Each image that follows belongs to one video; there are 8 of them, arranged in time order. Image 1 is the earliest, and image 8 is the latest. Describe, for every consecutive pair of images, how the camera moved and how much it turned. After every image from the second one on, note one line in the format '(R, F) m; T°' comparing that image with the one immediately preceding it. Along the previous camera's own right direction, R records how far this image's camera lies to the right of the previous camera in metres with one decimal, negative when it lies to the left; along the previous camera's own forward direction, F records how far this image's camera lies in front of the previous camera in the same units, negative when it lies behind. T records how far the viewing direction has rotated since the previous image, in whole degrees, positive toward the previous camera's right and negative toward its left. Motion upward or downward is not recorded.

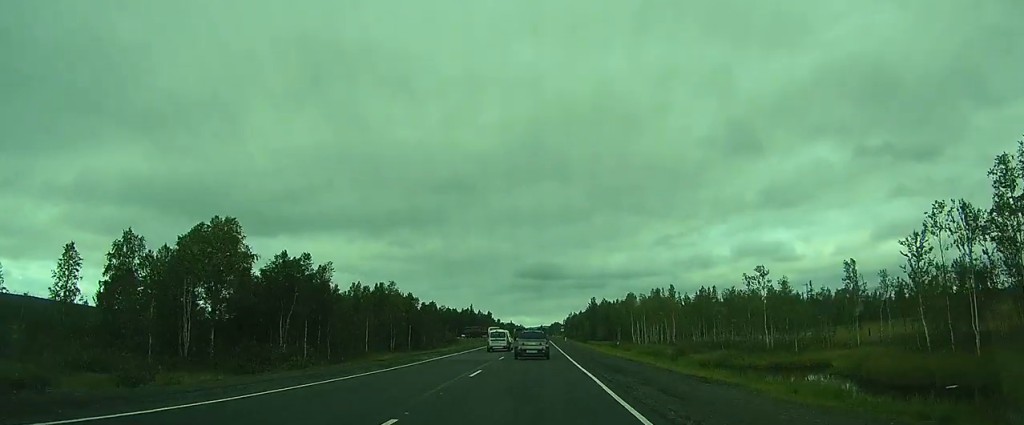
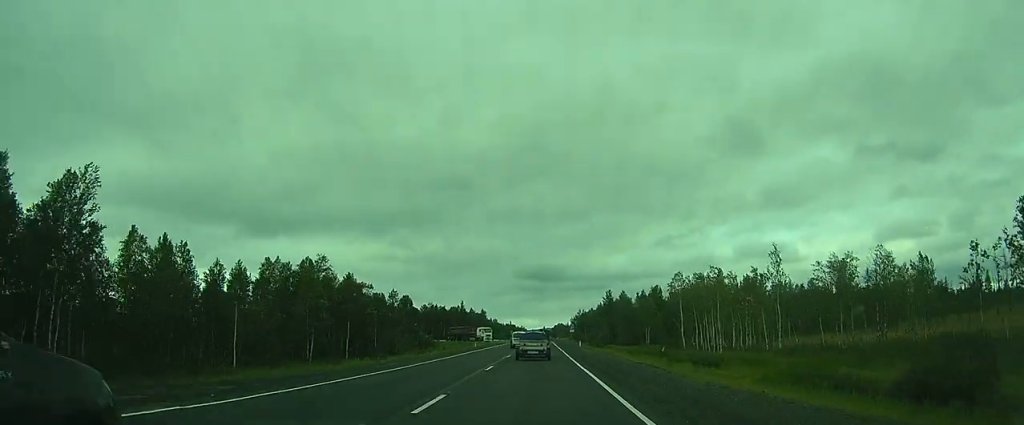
(0.0, +29.9) m; 0°
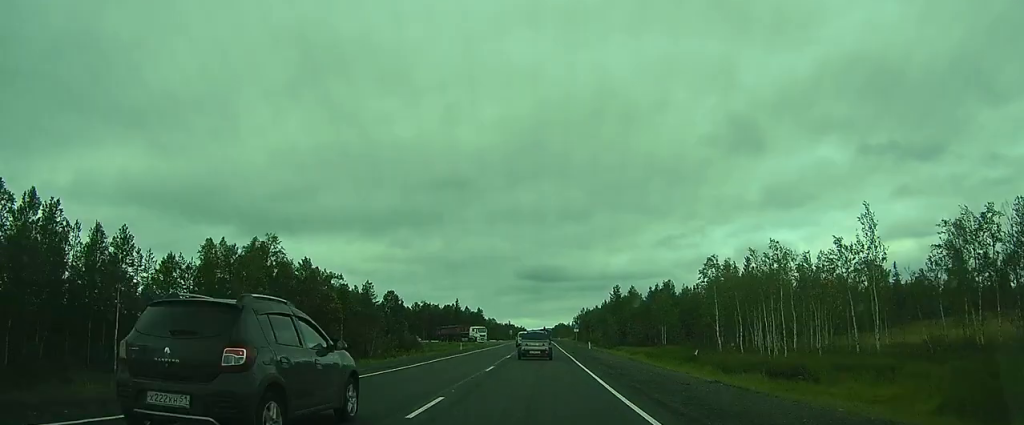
(0.0, +11.7) m; 0°
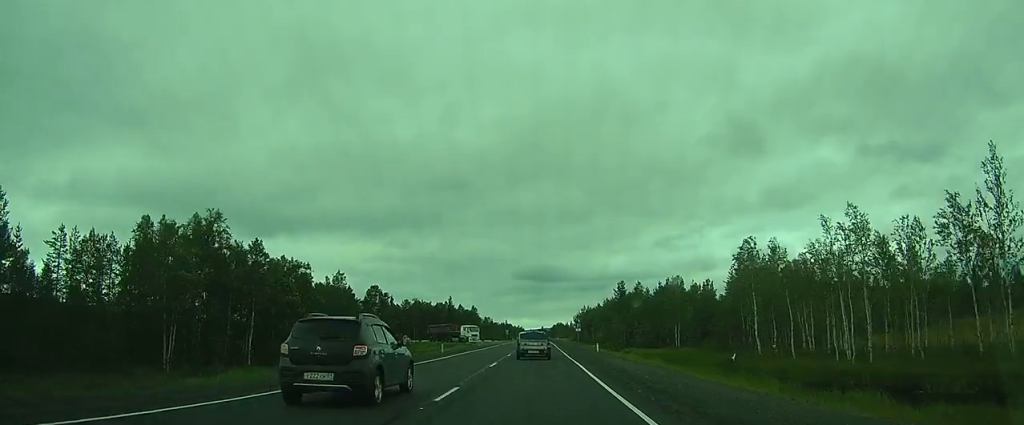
(0.0, +8.9) m; 0°
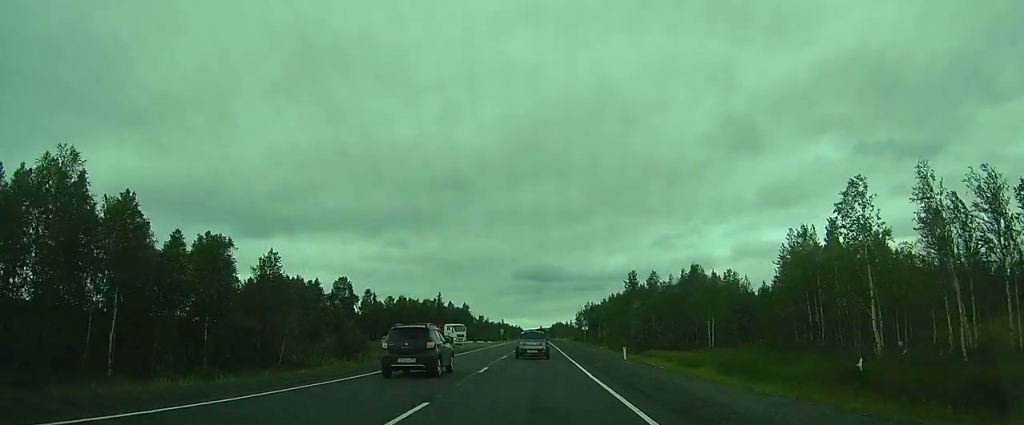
(-0.1, +14.2) m; 0°
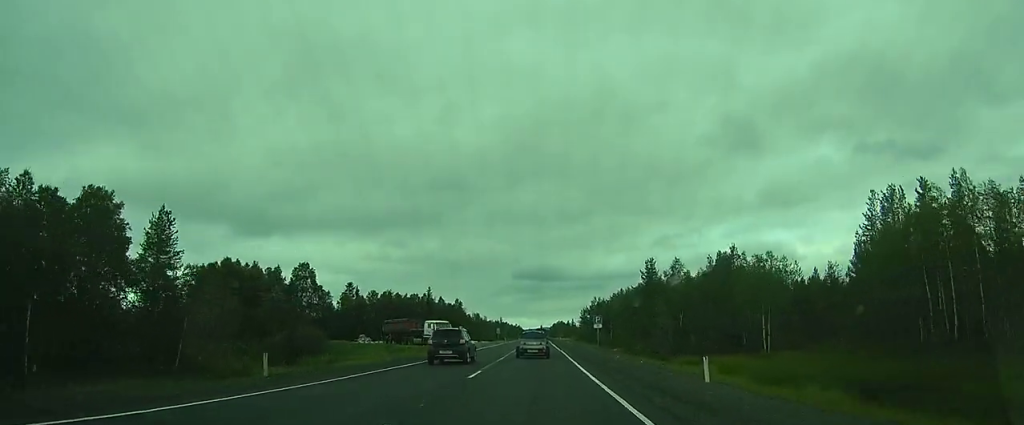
(-0.1, +13.5) m; 0°
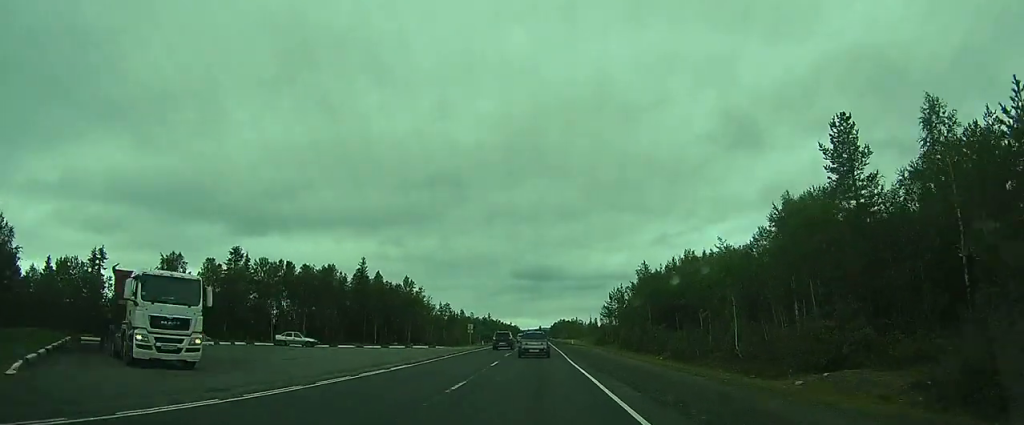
(+0.4, +48.2) m; +1°
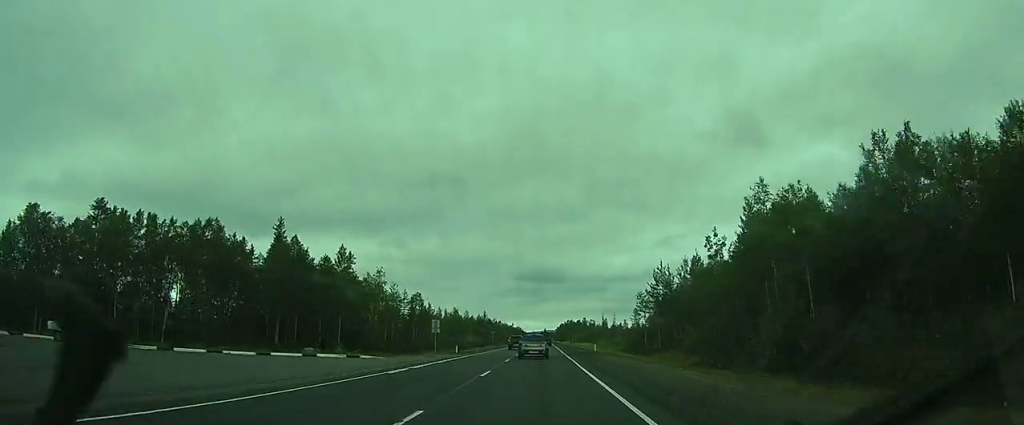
(+0.2, +28.7) m; +1°
